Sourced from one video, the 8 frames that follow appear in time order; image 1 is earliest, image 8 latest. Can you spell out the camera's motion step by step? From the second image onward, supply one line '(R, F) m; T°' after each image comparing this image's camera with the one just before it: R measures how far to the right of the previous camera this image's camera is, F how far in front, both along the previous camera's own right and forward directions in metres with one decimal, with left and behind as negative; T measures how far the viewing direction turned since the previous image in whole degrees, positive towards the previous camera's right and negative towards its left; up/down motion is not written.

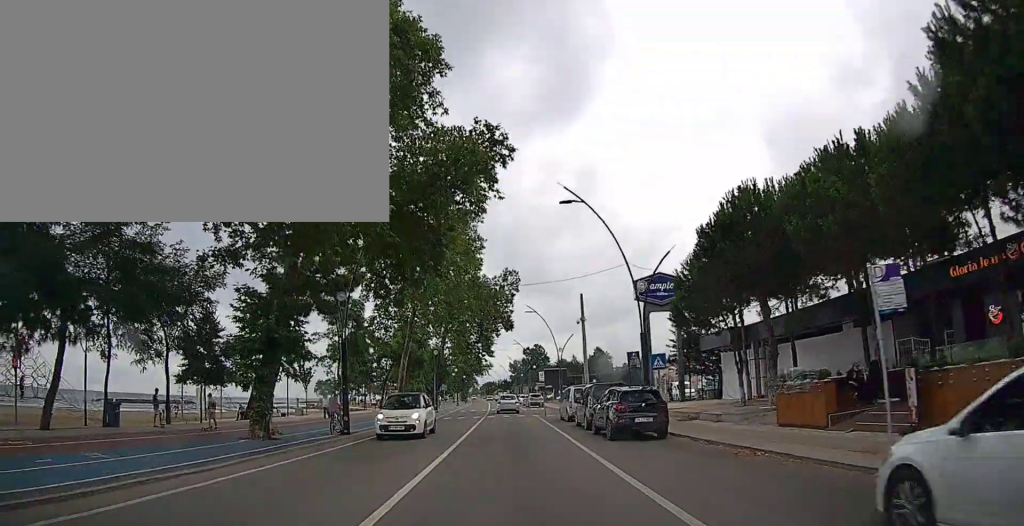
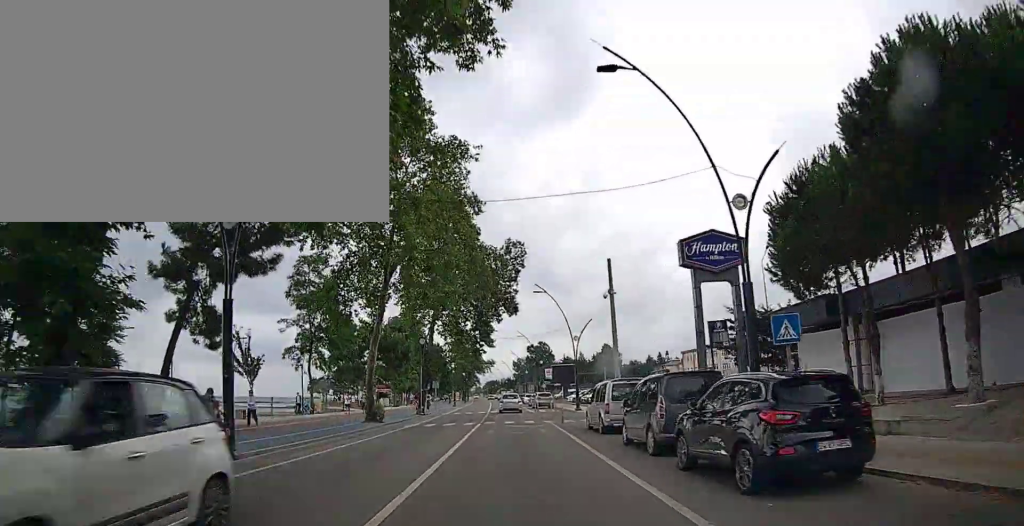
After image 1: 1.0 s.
(0.0, +9.5) m; -1°
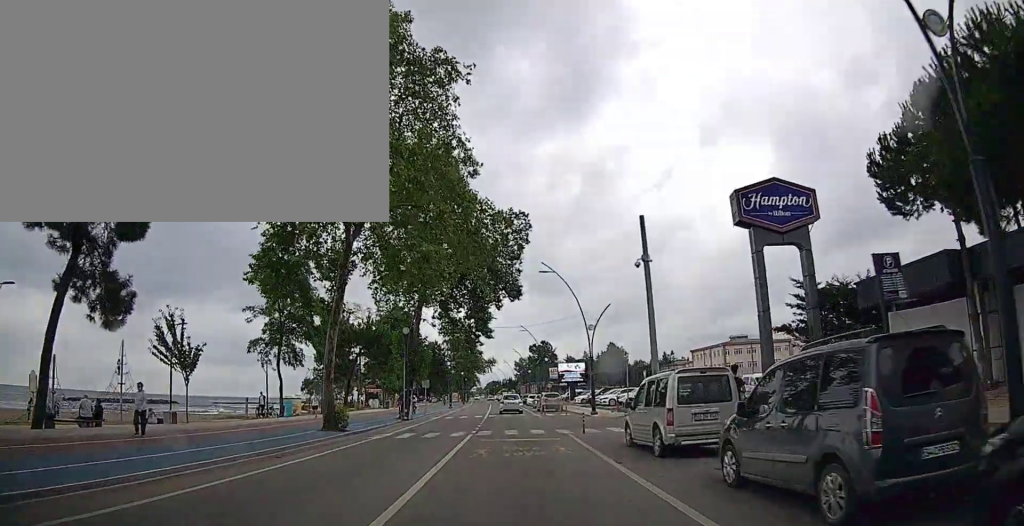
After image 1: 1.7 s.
(-0.1, +7.5) m; -1°
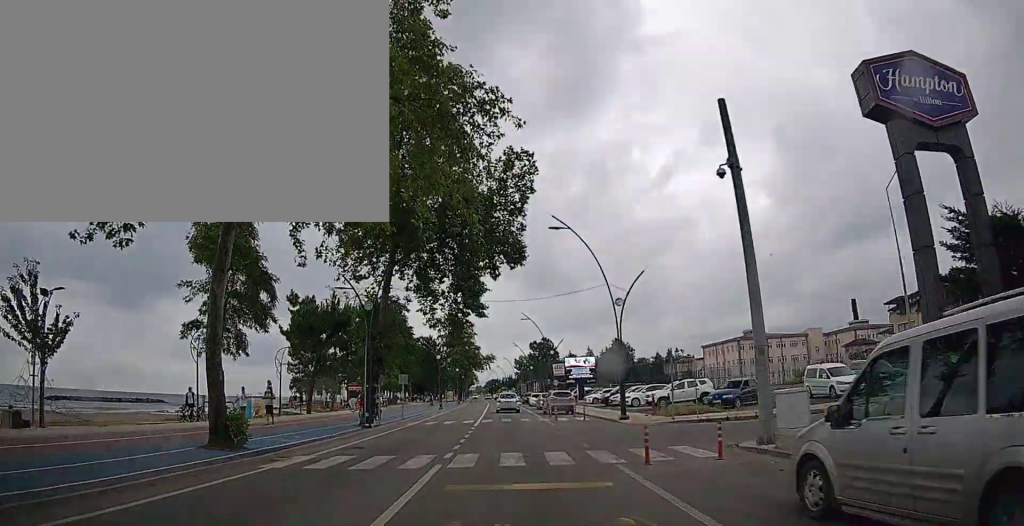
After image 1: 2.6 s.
(0.0, +8.9) m; 0°
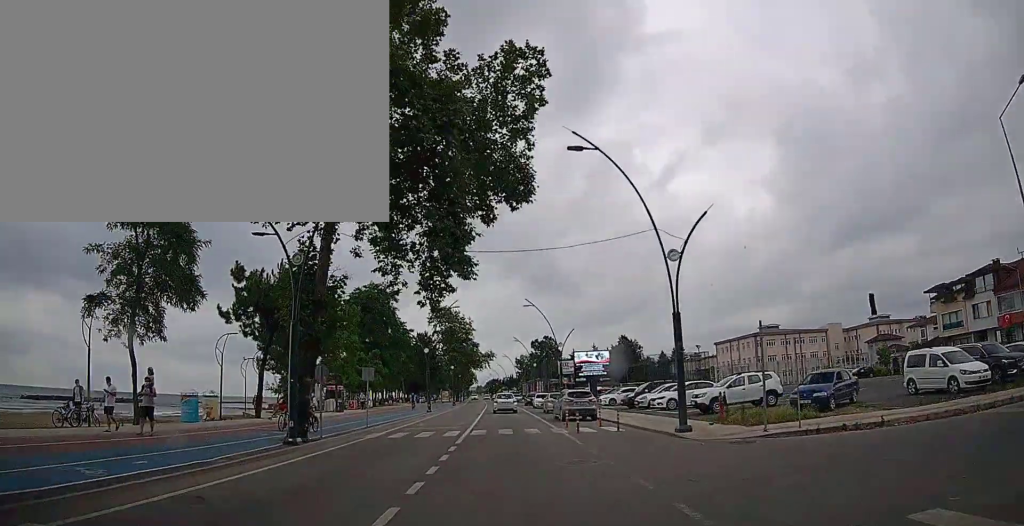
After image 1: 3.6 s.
(0.0, +9.2) m; 0°
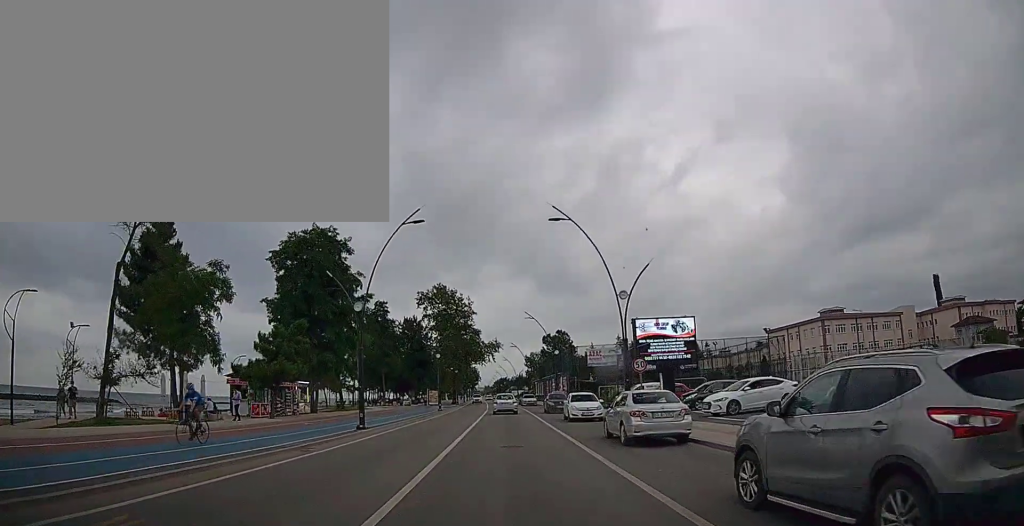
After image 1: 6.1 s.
(0.0, +24.9) m; 0°
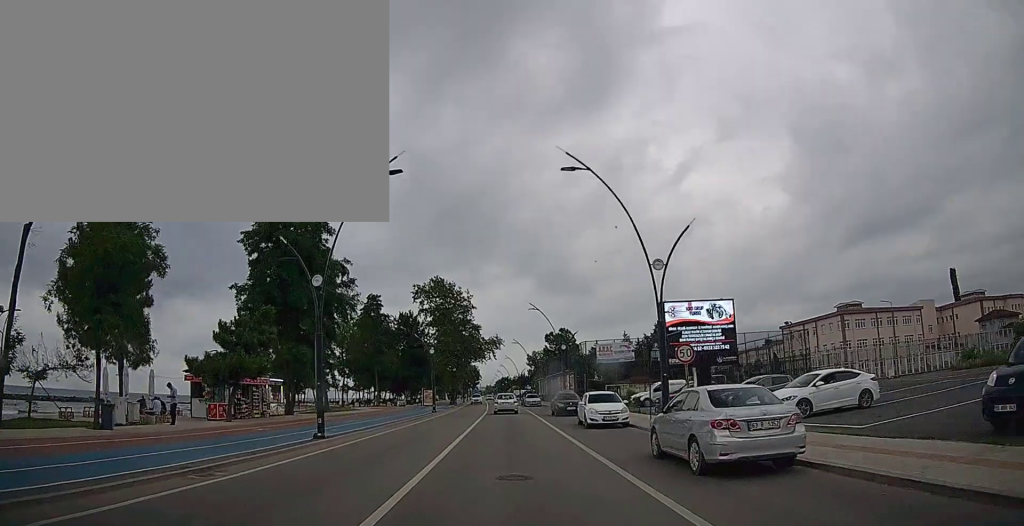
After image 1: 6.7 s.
(0.0, +5.8) m; 0°
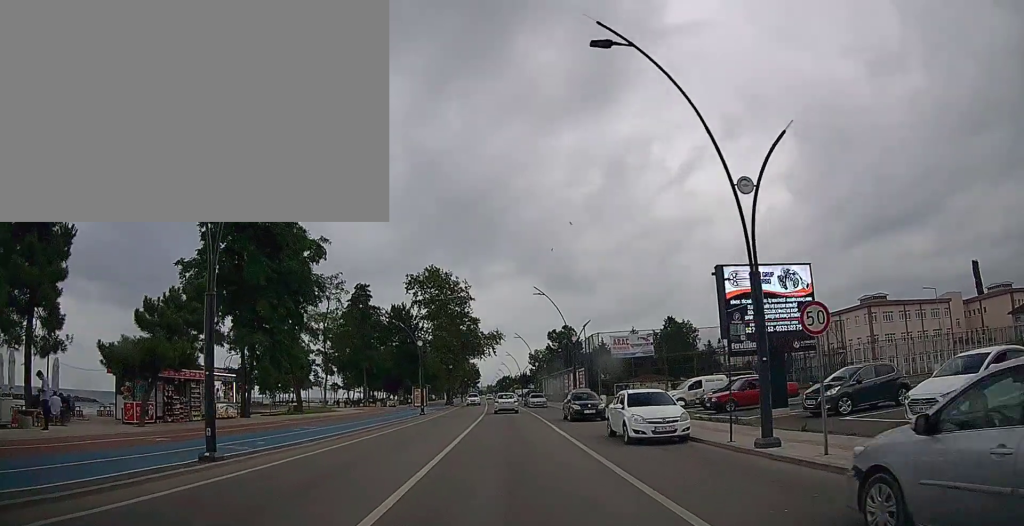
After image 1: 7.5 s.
(0.0, +7.6) m; 0°
